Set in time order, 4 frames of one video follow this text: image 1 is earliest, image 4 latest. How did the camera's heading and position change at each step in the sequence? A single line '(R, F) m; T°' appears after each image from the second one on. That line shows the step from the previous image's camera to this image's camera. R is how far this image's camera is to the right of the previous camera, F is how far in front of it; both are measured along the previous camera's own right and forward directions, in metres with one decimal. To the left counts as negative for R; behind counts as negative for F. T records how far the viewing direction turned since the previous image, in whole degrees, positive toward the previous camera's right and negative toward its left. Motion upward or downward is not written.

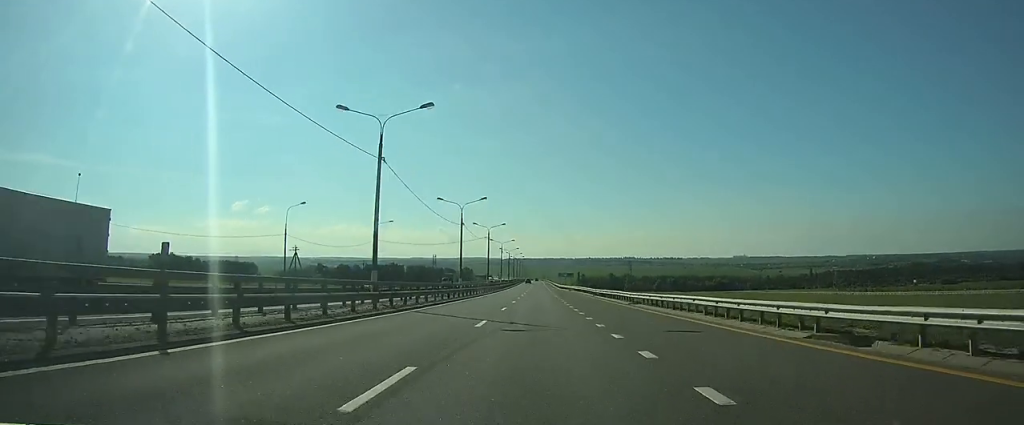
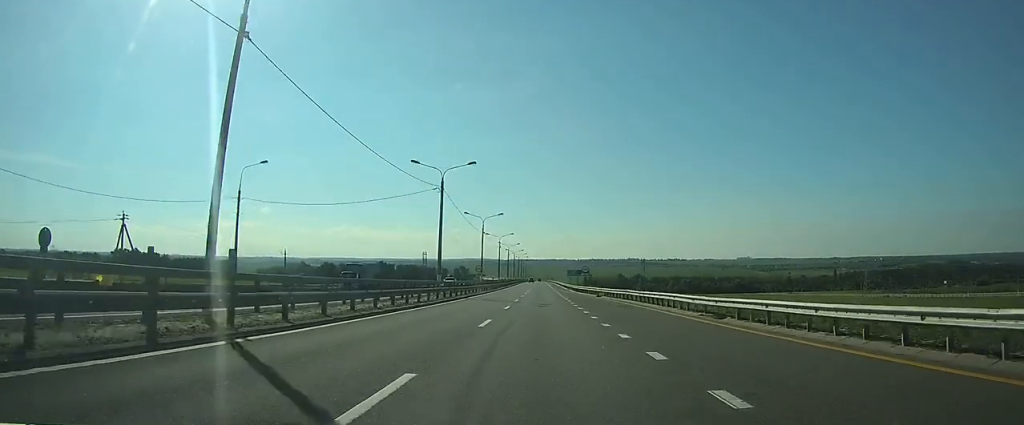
(0.0, +47.9) m; 0°
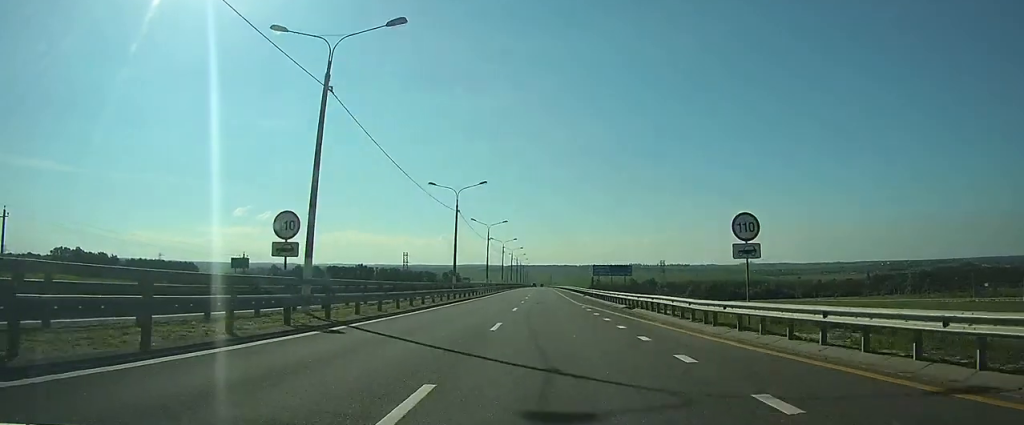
(-0.1, +59.6) m; 0°
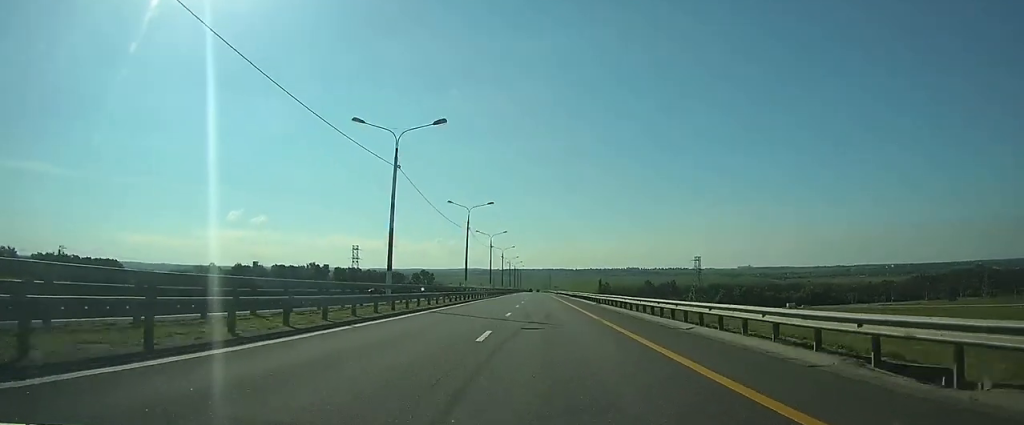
(+0.2, +85.5) m; 0°
